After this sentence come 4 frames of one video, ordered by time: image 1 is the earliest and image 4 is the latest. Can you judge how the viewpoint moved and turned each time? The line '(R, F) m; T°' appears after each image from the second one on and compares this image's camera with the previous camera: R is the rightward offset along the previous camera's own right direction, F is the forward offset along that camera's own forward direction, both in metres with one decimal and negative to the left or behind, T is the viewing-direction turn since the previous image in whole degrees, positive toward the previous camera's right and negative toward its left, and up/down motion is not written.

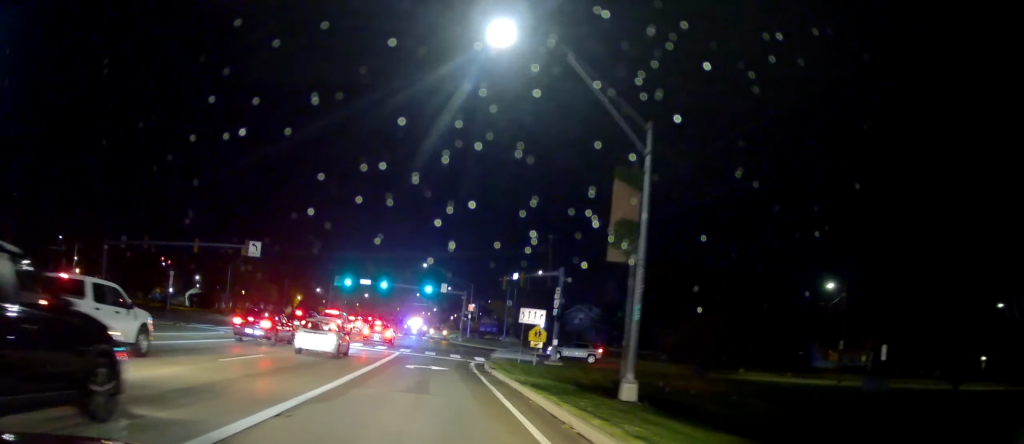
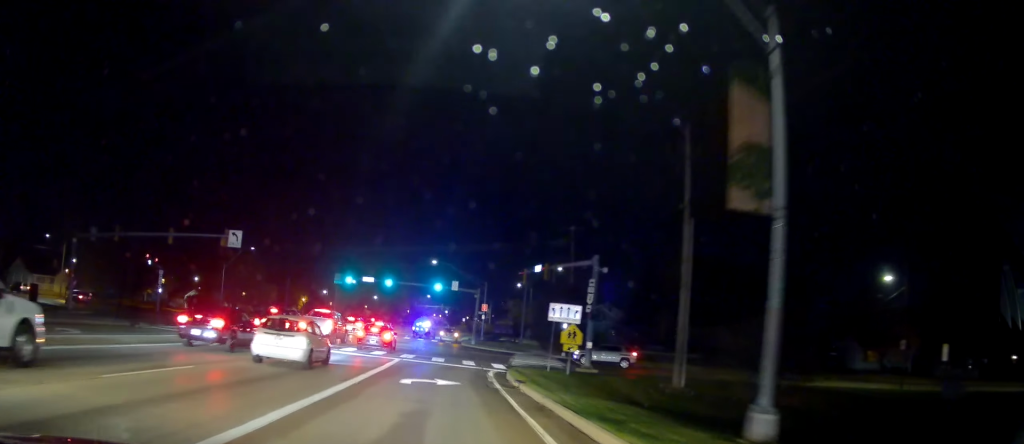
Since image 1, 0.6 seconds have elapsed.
(-0.2, +6.5) m; -1°
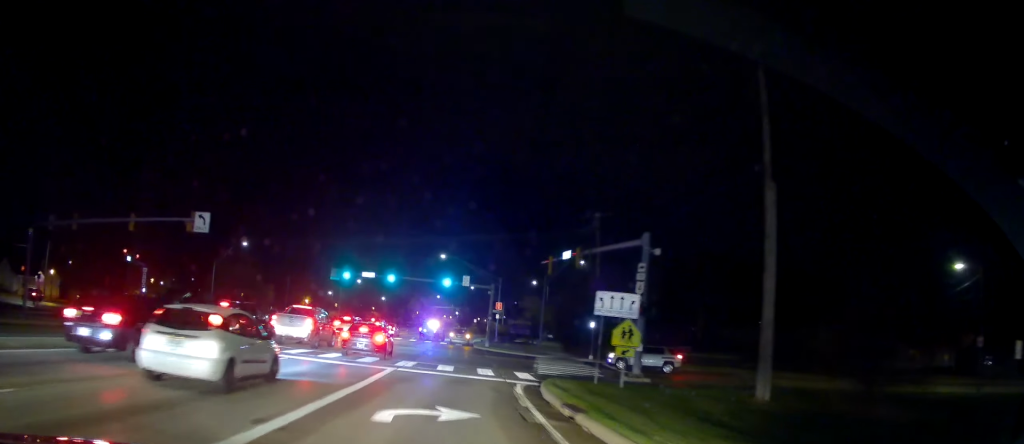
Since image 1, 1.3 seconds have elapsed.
(+0.1, +7.2) m; -1°
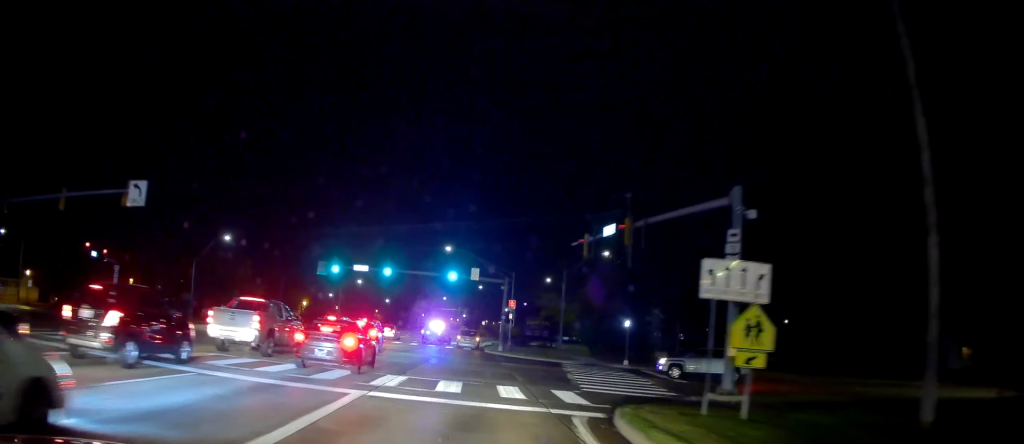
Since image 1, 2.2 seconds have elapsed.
(-0.2, +8.7) m; -3°
